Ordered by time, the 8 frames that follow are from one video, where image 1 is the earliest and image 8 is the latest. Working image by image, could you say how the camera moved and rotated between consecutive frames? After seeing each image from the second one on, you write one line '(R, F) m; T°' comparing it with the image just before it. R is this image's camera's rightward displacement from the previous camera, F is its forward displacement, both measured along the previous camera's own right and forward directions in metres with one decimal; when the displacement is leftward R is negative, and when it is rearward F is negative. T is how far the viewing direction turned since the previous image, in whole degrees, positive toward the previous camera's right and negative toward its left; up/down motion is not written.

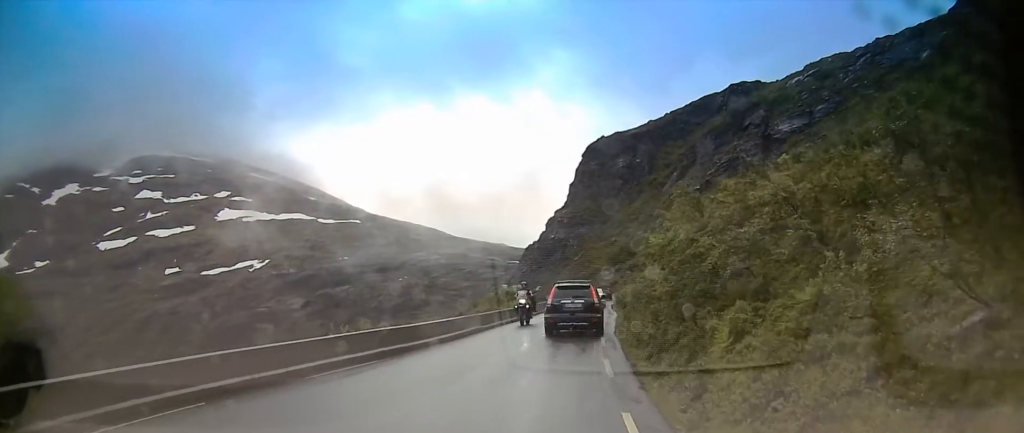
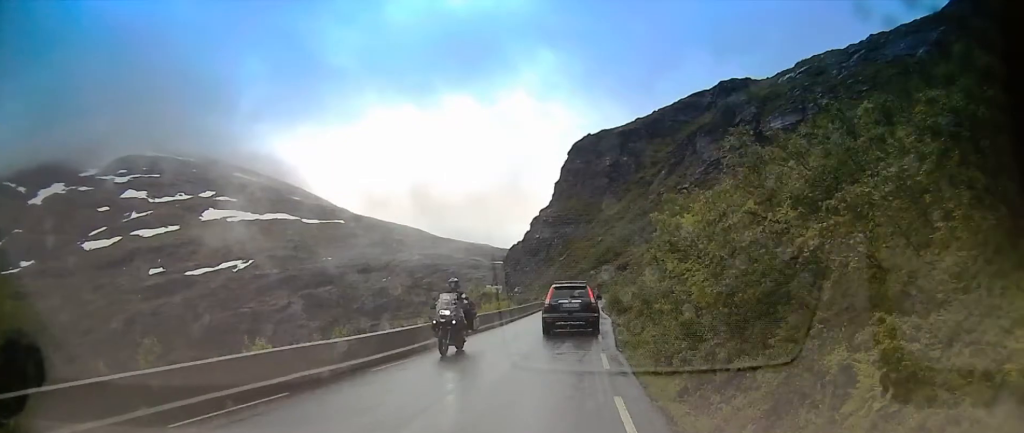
(0.0, +4.6) m; 0°
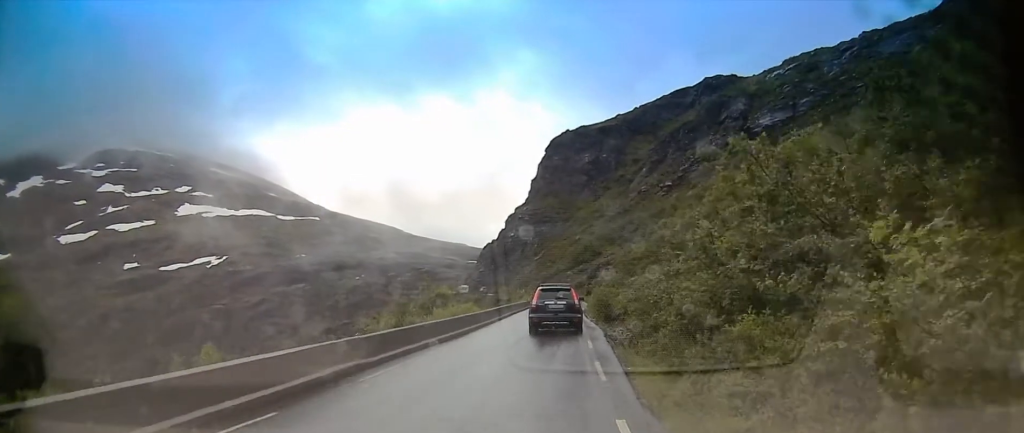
(0.0, +7.4) m; 0°
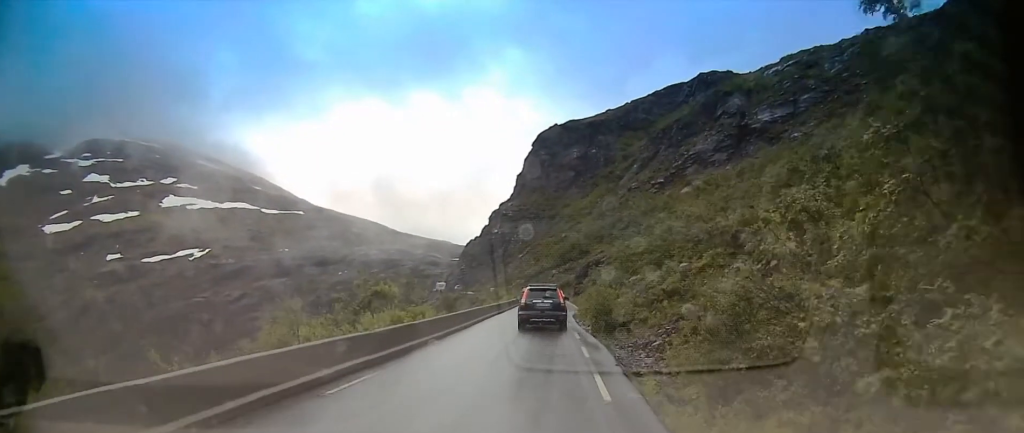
(0.0, +7.4) m; +1°
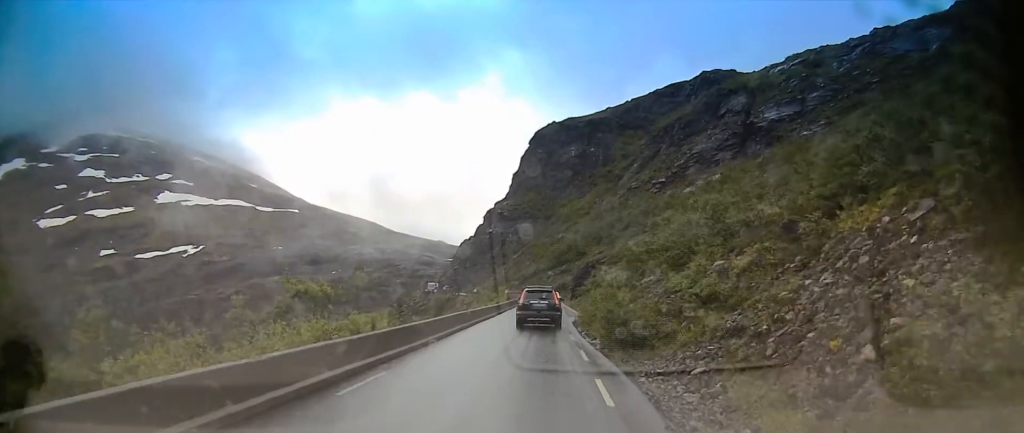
(+0.1, +5.3) m; +1°
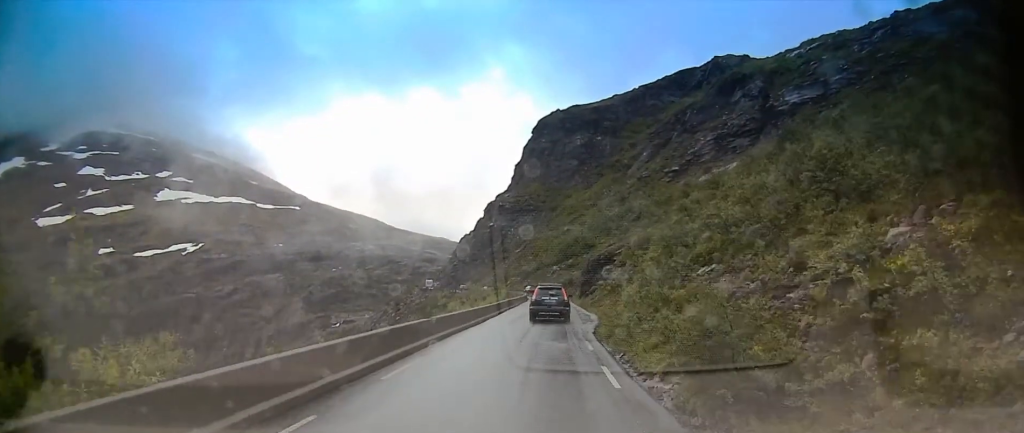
(+0.1, +10.0) m; 0°
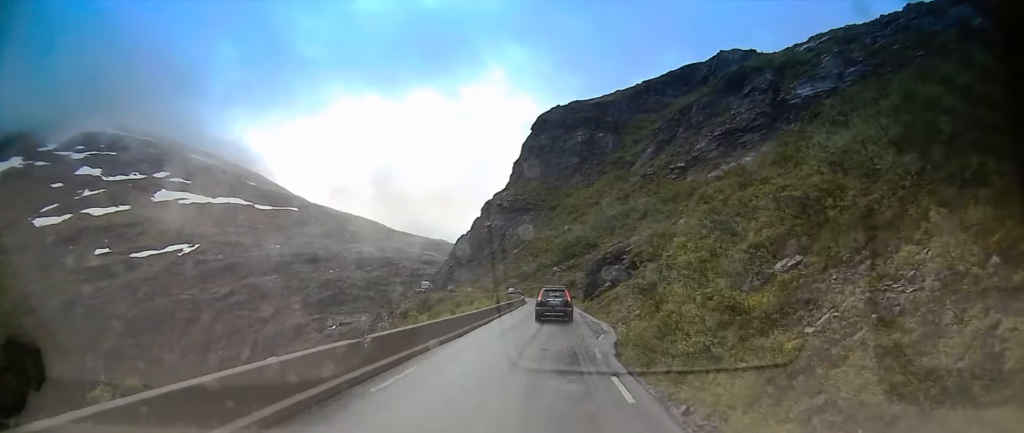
(0.0, +7.3) m; +1°
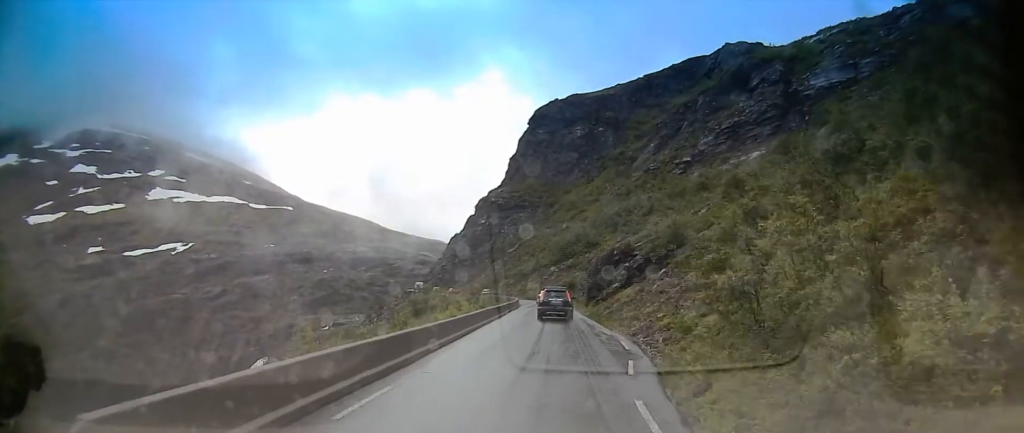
(+0.1, +9.1) m; +2°
